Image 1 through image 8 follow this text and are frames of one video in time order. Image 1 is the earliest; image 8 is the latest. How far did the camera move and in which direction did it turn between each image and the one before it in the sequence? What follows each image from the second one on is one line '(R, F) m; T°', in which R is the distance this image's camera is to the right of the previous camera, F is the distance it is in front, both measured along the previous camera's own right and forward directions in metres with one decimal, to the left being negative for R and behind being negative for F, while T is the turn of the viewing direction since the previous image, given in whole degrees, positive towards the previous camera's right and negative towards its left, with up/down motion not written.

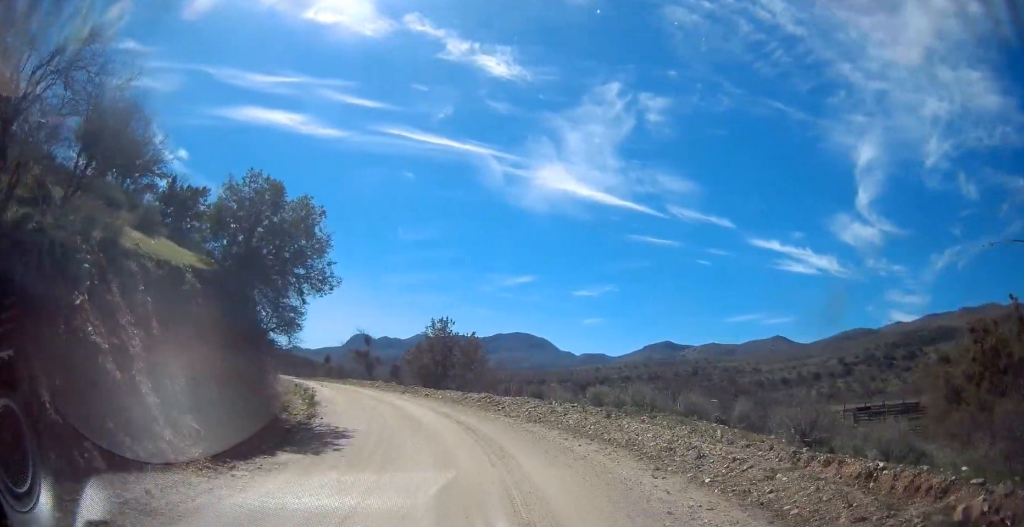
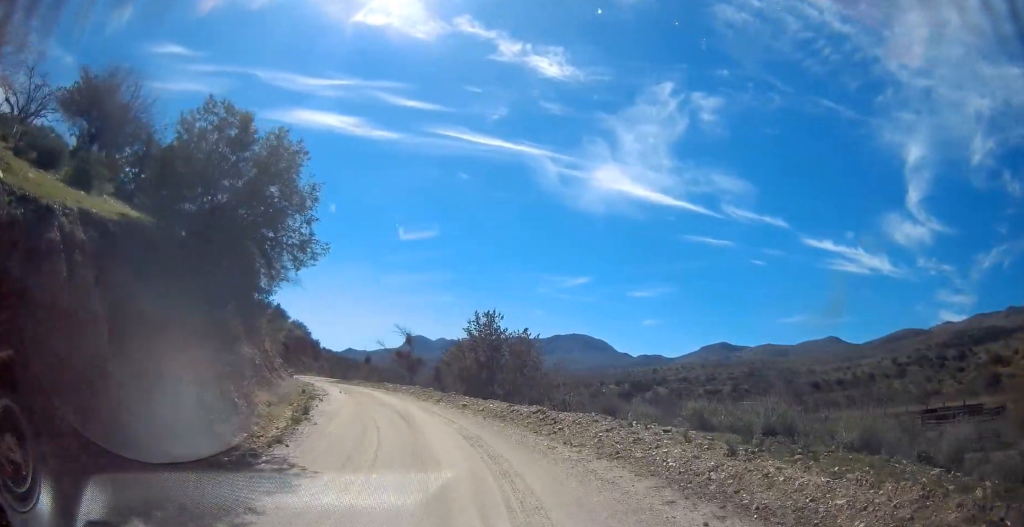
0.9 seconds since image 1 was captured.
(-0.1, +4.7) m; -8°
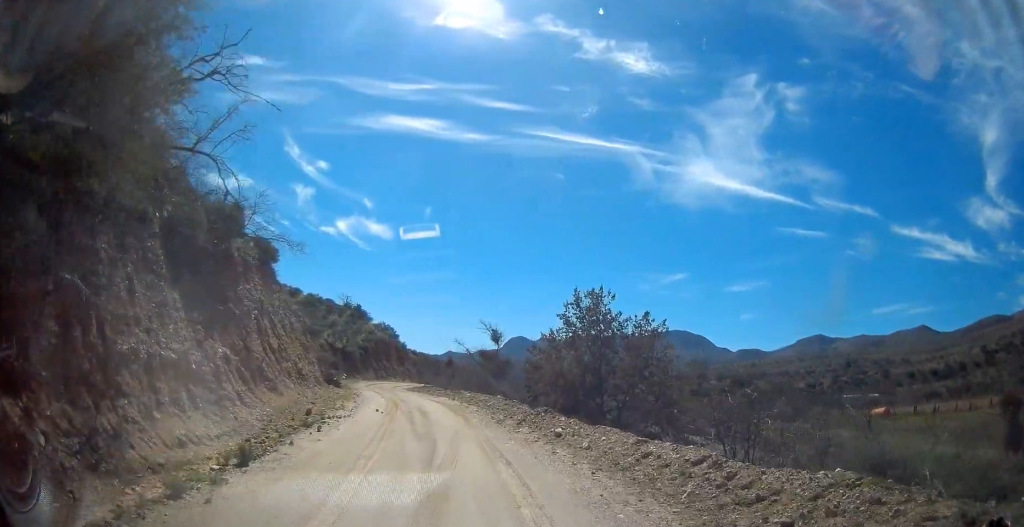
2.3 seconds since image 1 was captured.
(-0.8, +6.9) m; -7°
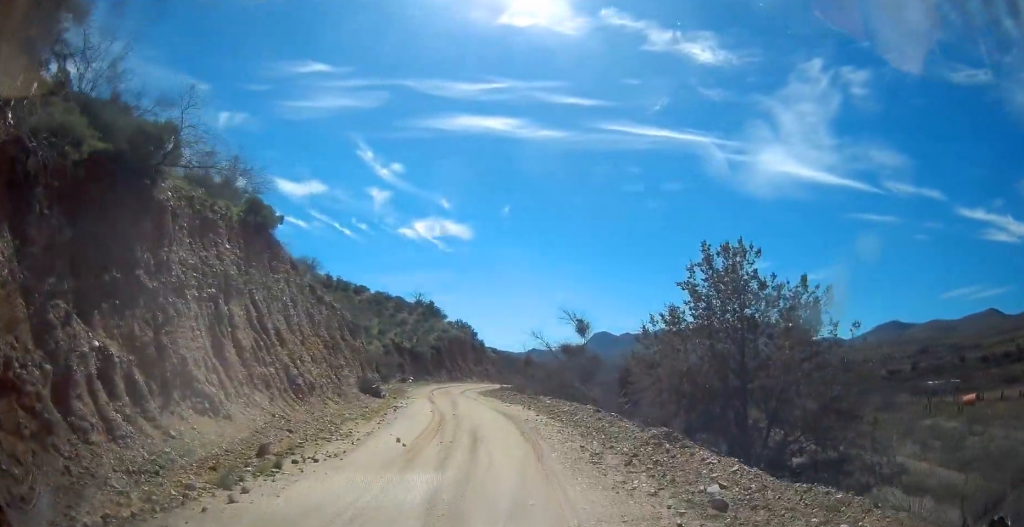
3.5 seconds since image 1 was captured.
(0.0, +5.5) m; -7°
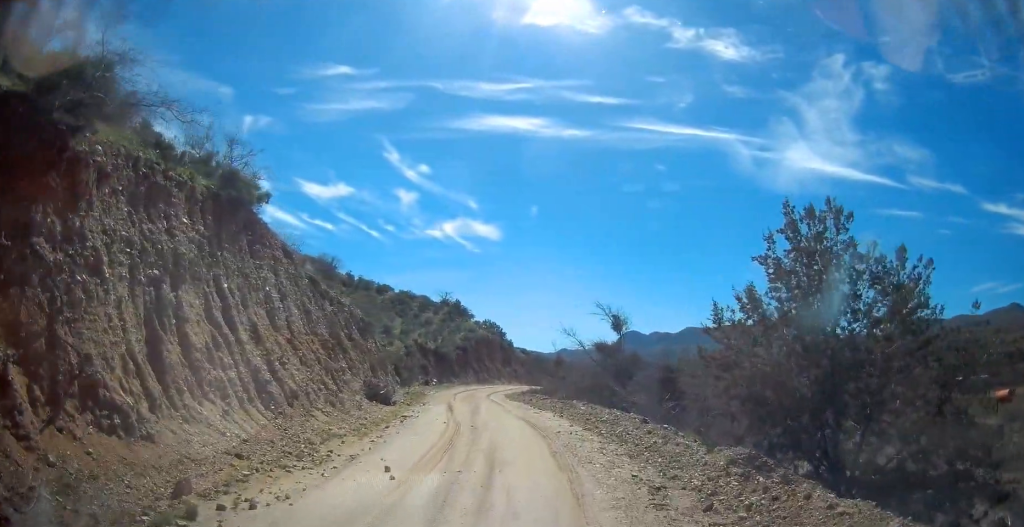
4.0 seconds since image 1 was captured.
(-0.2, +2.5) m; -2°
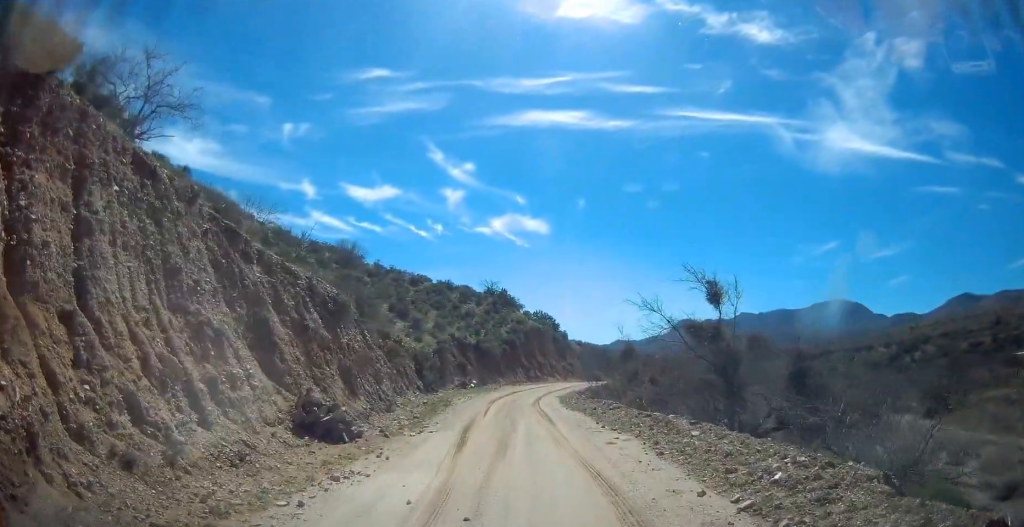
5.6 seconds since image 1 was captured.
(+0.2, +7.8) m; -1°
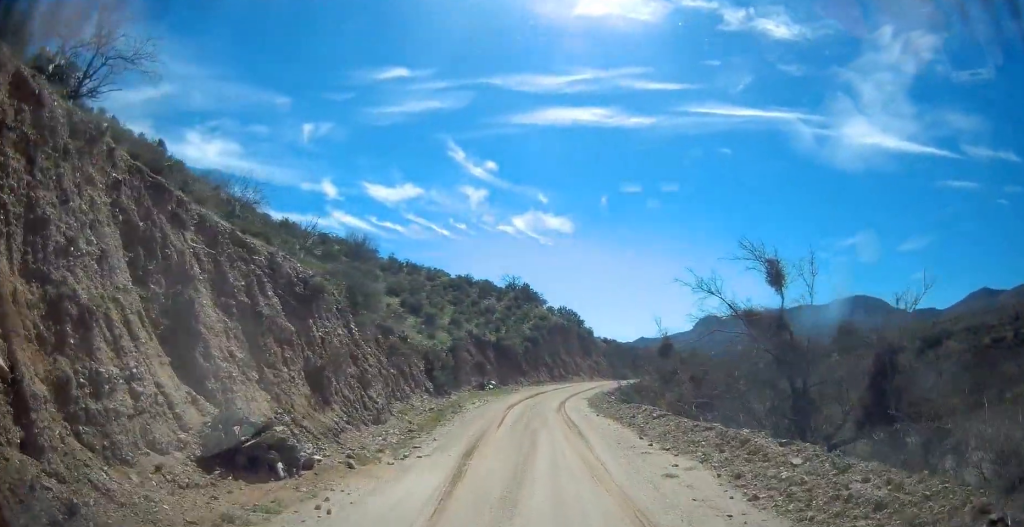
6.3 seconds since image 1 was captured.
(-0.5, +3.1) m; -10°
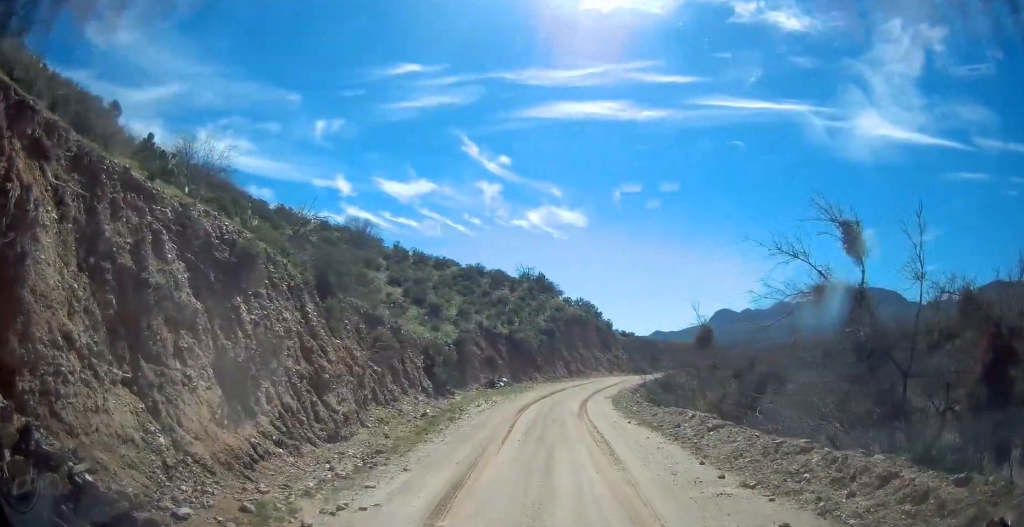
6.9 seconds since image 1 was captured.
(-0.3, +3.3) m; -6°
